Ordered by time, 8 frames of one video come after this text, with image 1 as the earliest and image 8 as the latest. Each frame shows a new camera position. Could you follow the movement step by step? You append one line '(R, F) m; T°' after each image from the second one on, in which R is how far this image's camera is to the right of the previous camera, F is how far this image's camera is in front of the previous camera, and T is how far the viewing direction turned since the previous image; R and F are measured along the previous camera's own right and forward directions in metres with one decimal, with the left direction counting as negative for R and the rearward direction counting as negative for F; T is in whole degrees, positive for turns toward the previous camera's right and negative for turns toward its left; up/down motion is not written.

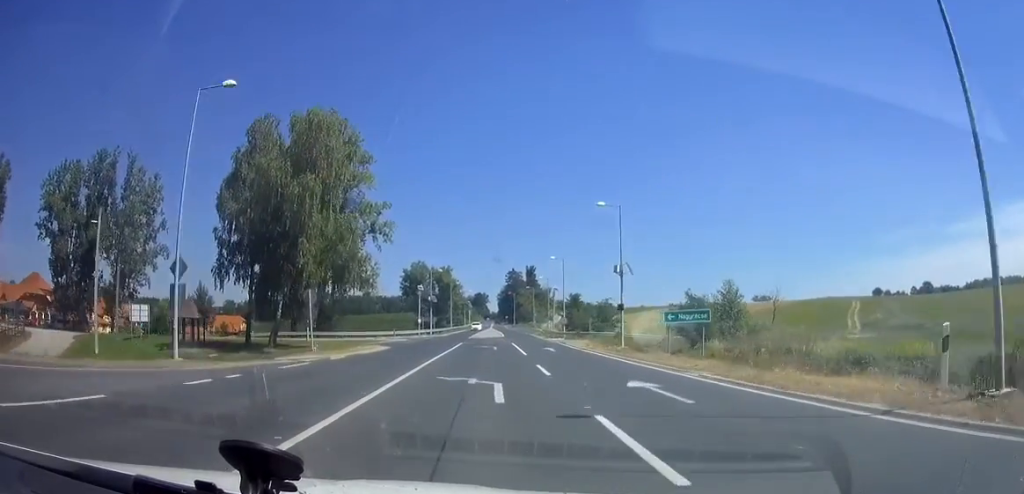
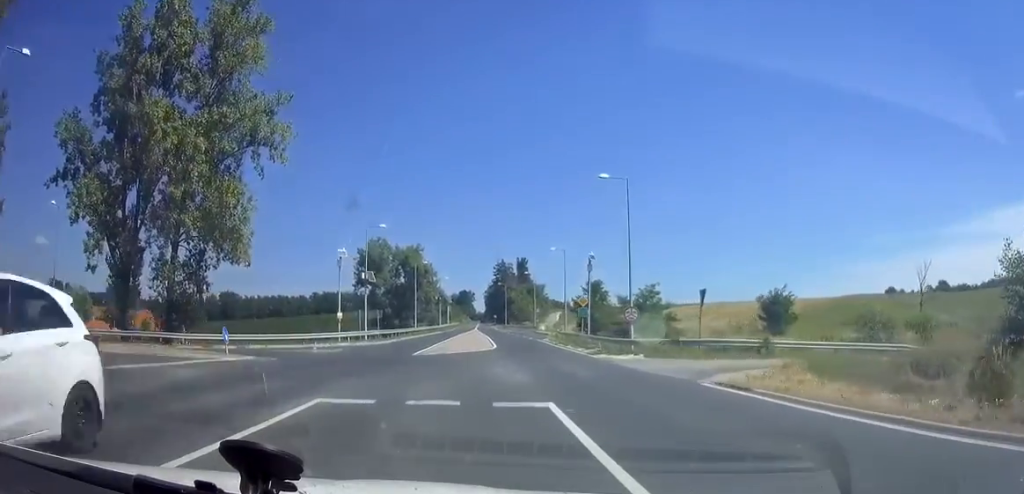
(+1.1, +40.2) m; +2°
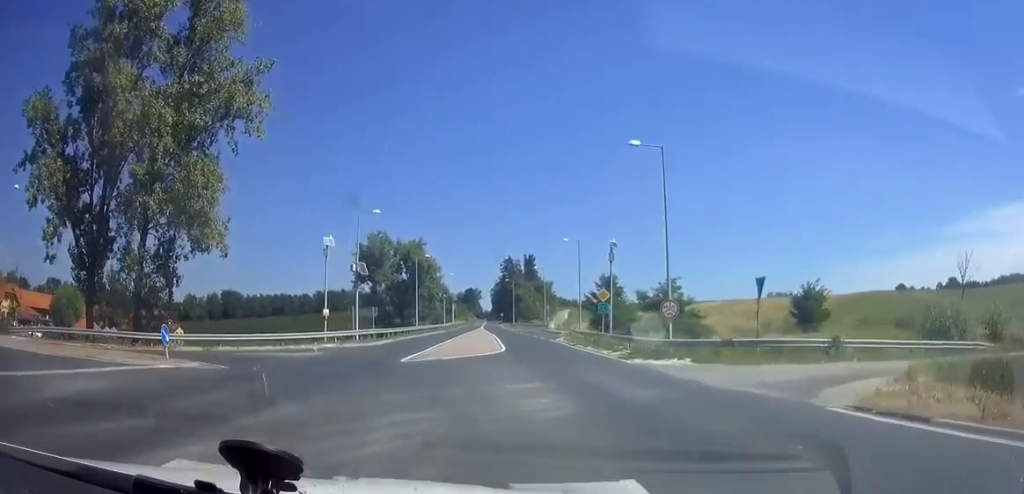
(0.0, +5.7) m; 0°
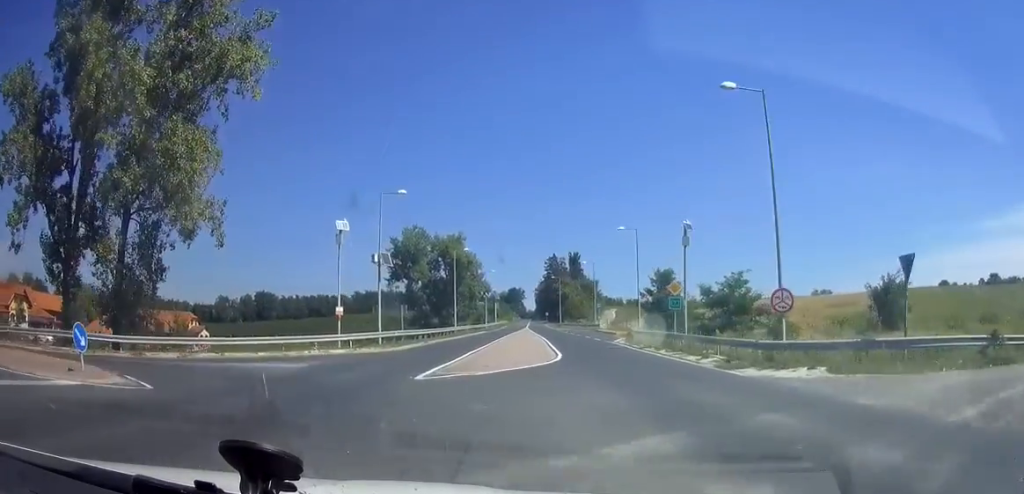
(+0.1, +6.9) m; -2°
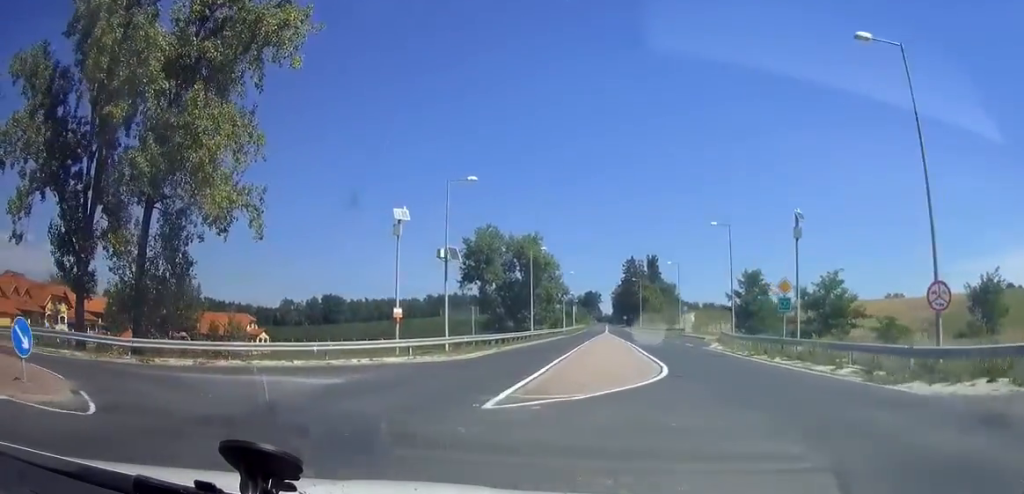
(-0.1, +4.6) m; -4°
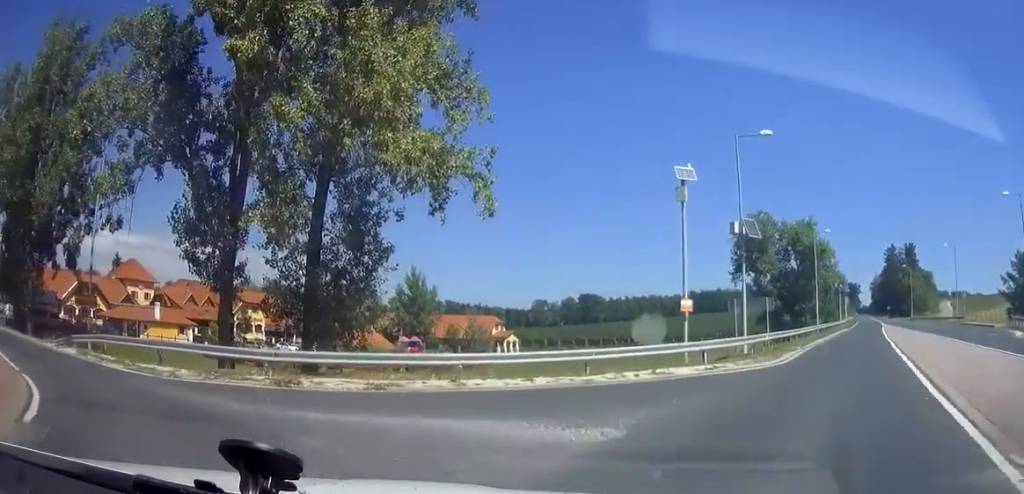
(-0.7, +7.9) m; -16°
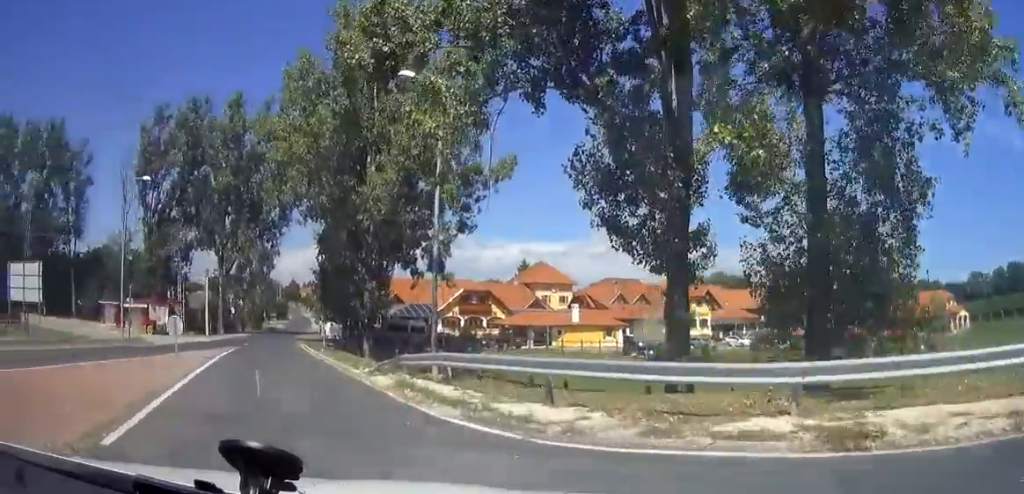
(-2.3, +7.9) m; -35°
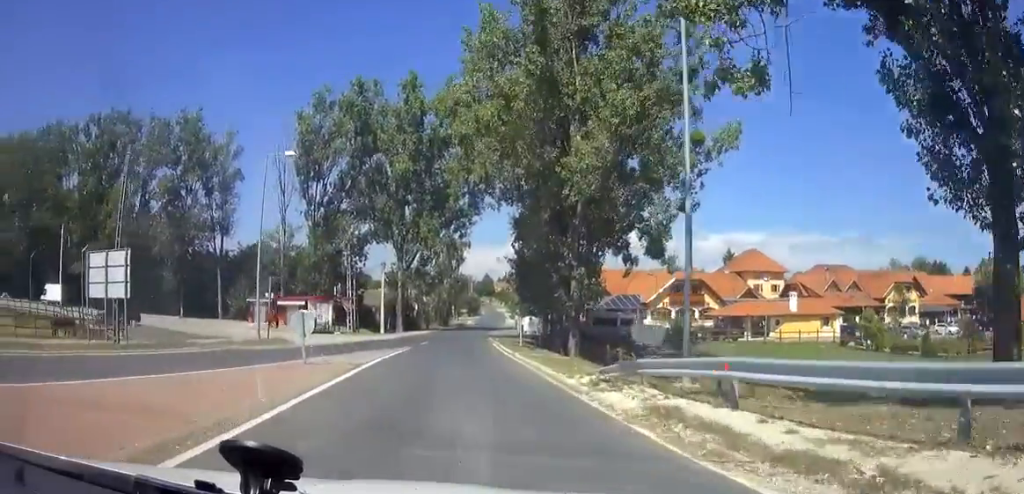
(-1.1, +4.9) m; -23°
